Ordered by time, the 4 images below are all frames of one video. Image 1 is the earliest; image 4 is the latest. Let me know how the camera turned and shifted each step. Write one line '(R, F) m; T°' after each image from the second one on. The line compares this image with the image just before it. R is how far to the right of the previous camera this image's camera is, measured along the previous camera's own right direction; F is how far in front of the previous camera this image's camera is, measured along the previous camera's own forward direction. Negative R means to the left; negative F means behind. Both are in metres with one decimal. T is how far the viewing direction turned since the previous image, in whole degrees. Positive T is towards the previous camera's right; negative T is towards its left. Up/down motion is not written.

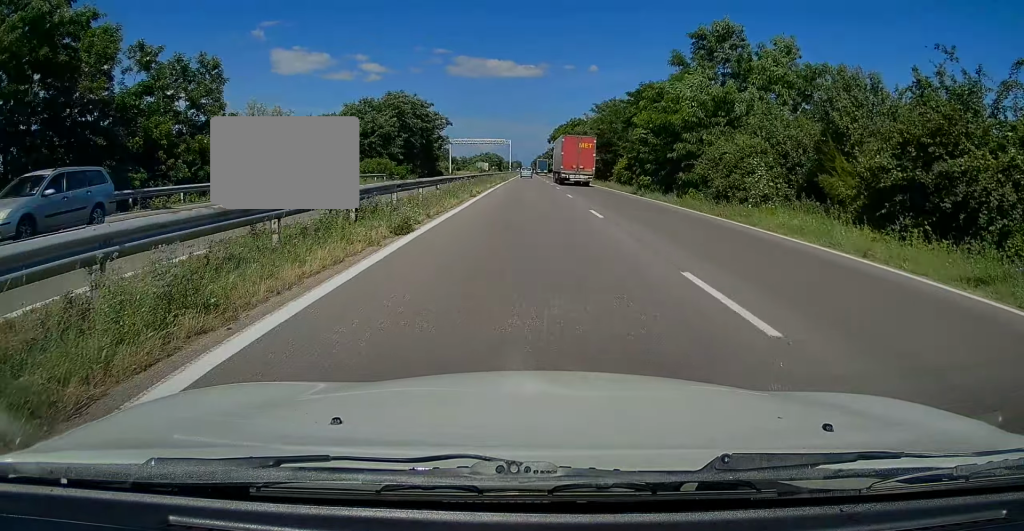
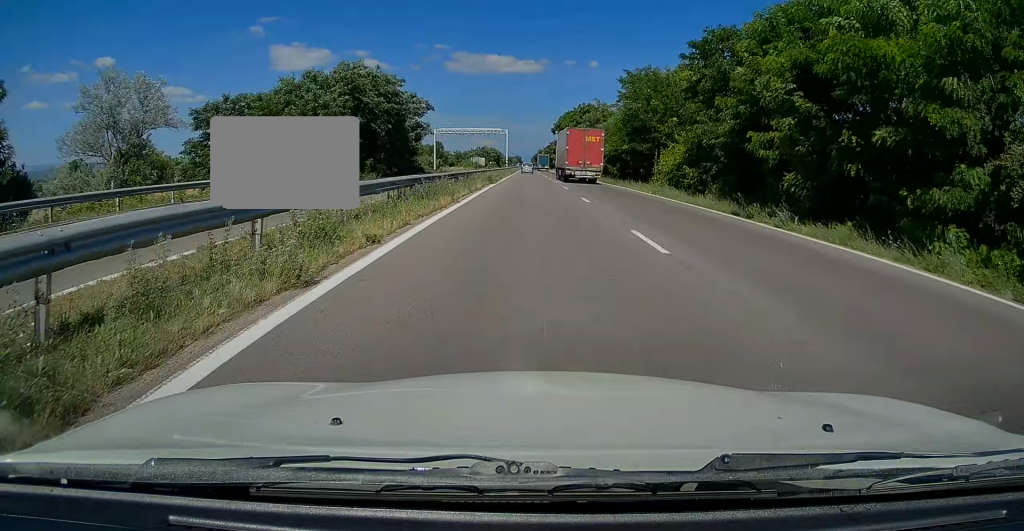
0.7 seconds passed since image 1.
(-0.2, +19.7) m; 0°
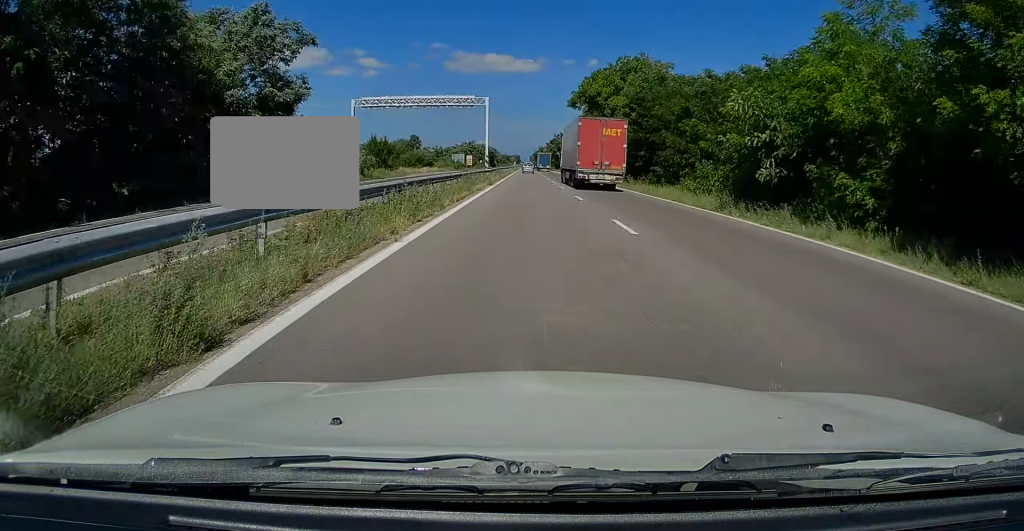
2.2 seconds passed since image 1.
(+0.4, +45.6) m; +1°
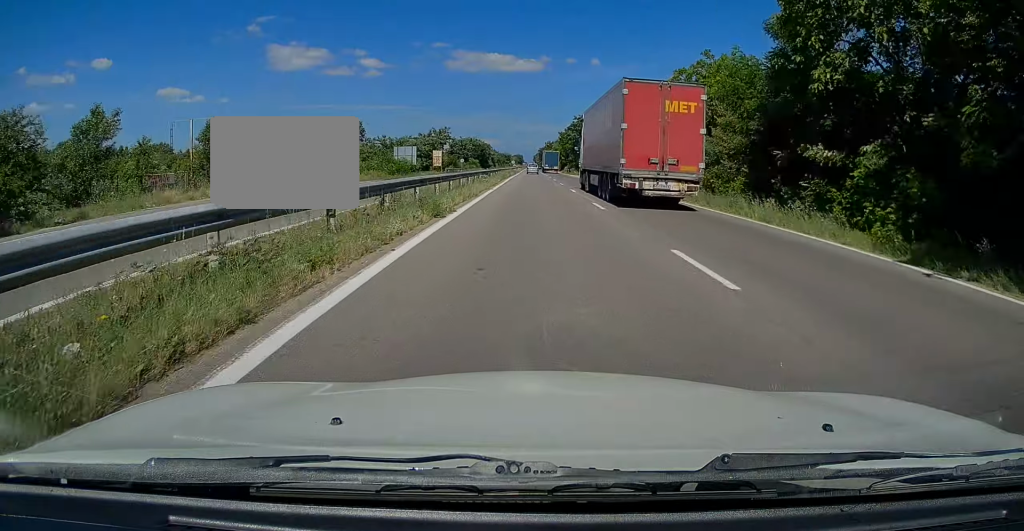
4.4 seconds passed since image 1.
(-0.6, +65.8) m; -1°
